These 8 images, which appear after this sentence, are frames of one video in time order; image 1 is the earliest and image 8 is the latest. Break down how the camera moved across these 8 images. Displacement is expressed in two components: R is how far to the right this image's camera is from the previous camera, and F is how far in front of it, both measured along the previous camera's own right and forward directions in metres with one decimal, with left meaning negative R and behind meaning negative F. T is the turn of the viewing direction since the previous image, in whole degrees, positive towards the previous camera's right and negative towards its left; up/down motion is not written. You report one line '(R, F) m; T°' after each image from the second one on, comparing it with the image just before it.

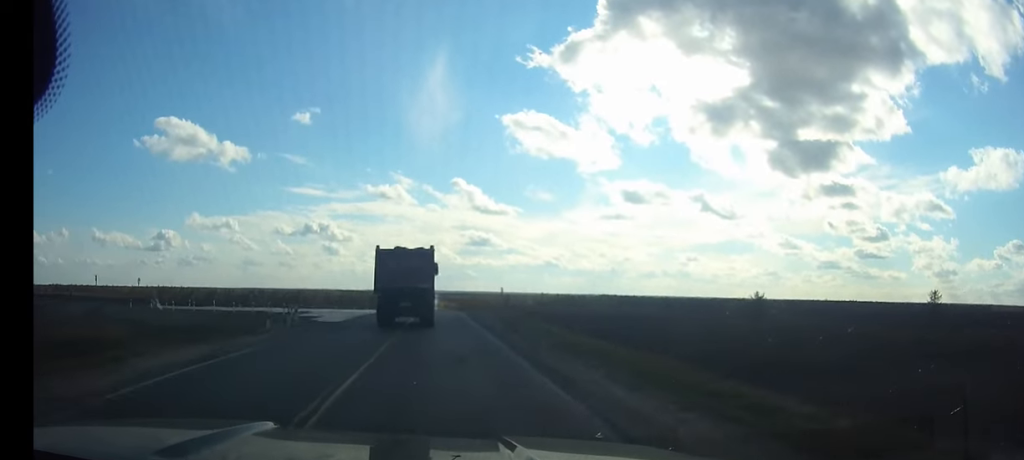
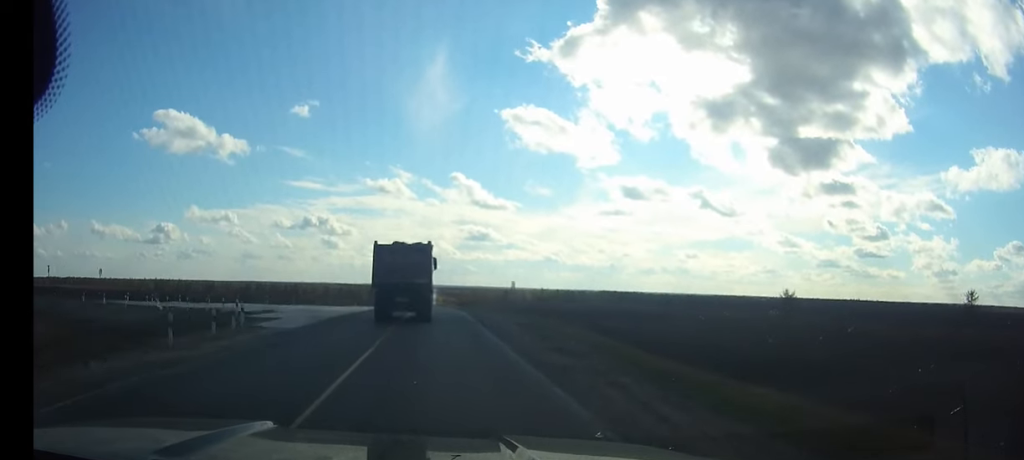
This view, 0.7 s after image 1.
(0.0, +9.2) m; 0°
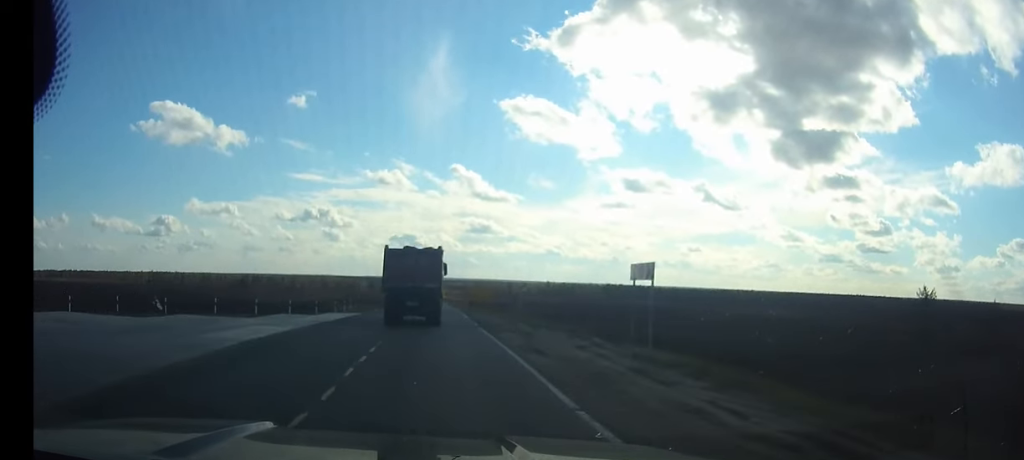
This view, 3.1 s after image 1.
(-0.1, +30.0) m; -1°
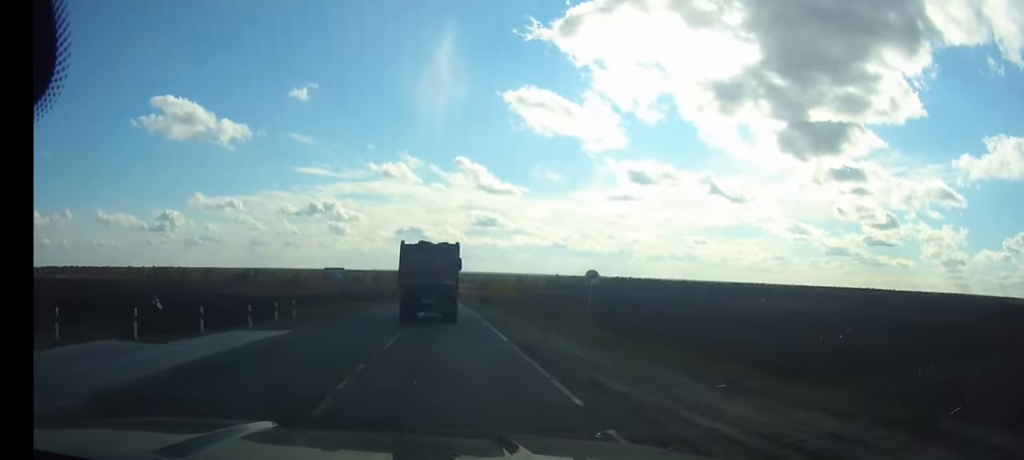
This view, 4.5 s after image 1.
(-0.1, +21.9) m; -1°
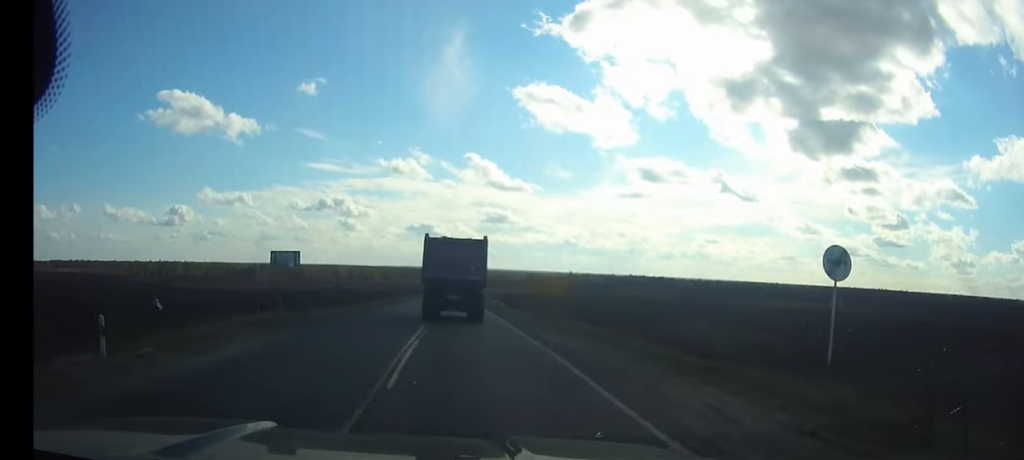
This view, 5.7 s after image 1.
(-0.2, +19.8) m; -1°
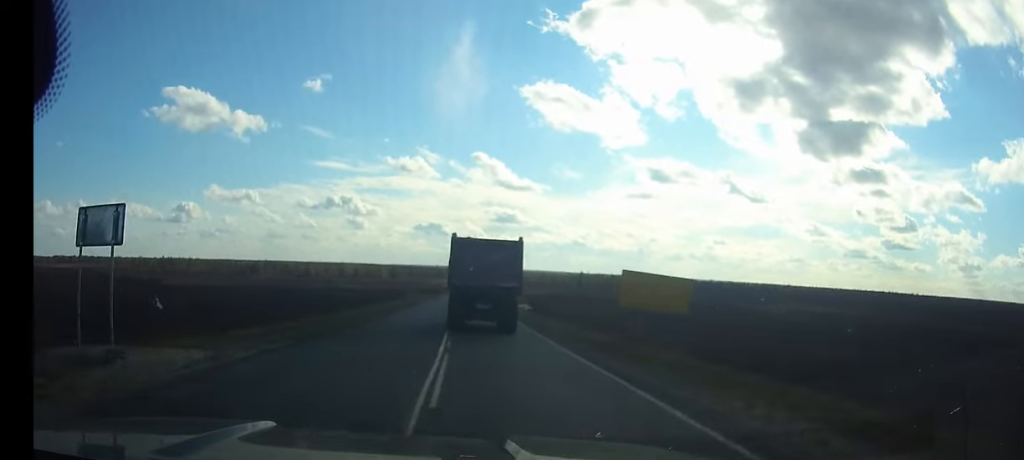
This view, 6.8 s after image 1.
(-0.1, +19.7) m; 0°
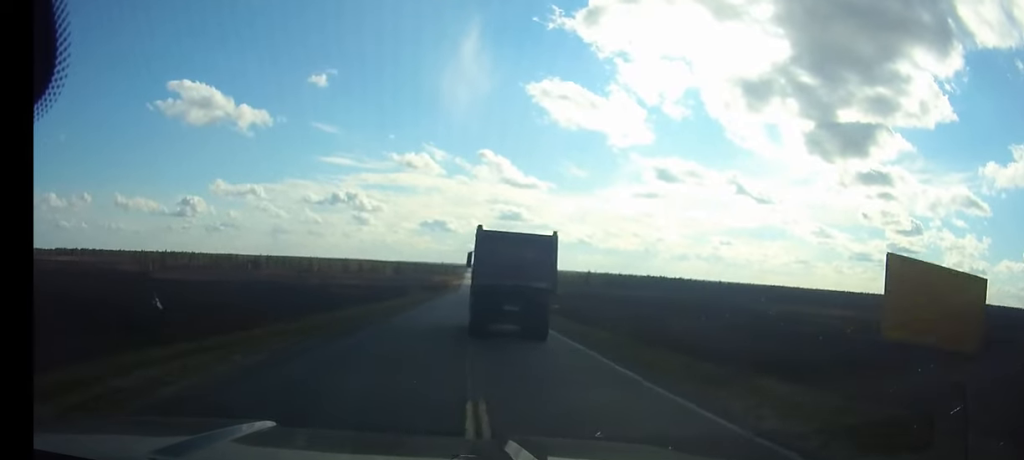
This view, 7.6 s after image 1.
(-0.1, +13.8) m; 0°
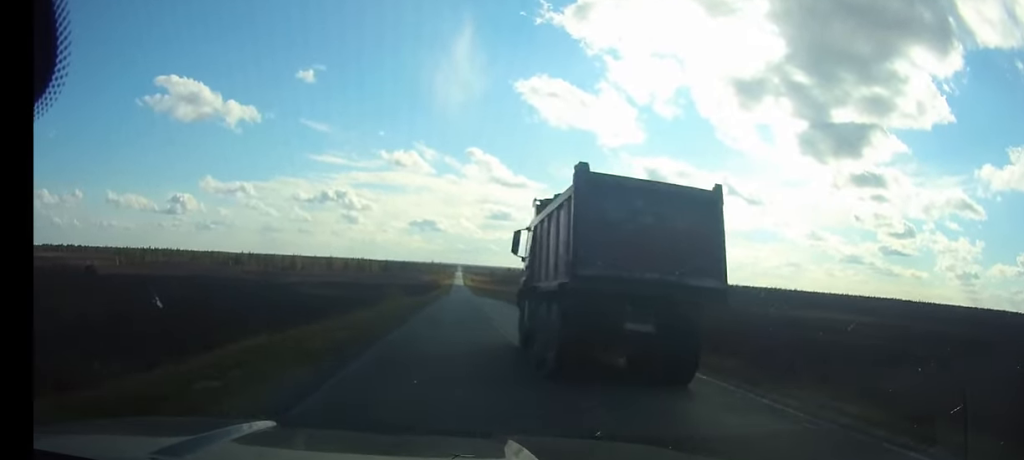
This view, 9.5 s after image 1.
(+0.5, +37.2) m; +2°
